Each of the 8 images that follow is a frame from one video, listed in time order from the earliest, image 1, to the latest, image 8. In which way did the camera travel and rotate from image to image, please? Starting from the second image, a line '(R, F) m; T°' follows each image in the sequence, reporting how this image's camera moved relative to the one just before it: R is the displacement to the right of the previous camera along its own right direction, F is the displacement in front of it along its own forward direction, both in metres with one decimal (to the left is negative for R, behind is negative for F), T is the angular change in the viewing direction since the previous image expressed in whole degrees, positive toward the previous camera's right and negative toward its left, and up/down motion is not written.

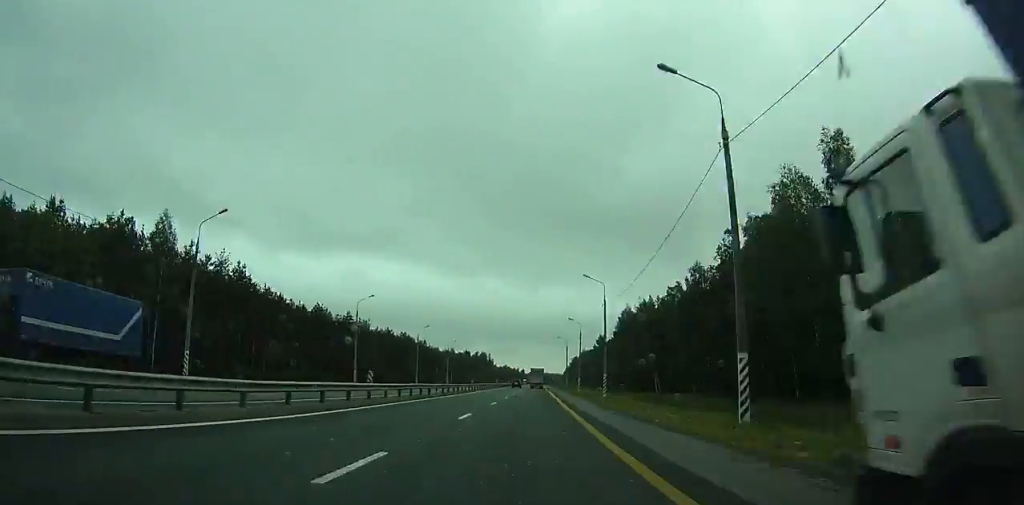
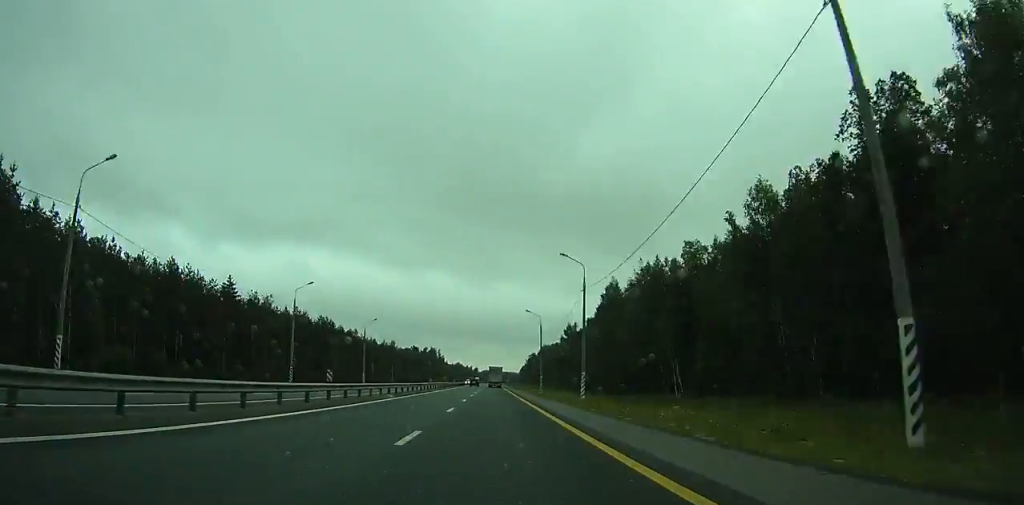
(+0.3, +42.8) m; +2°
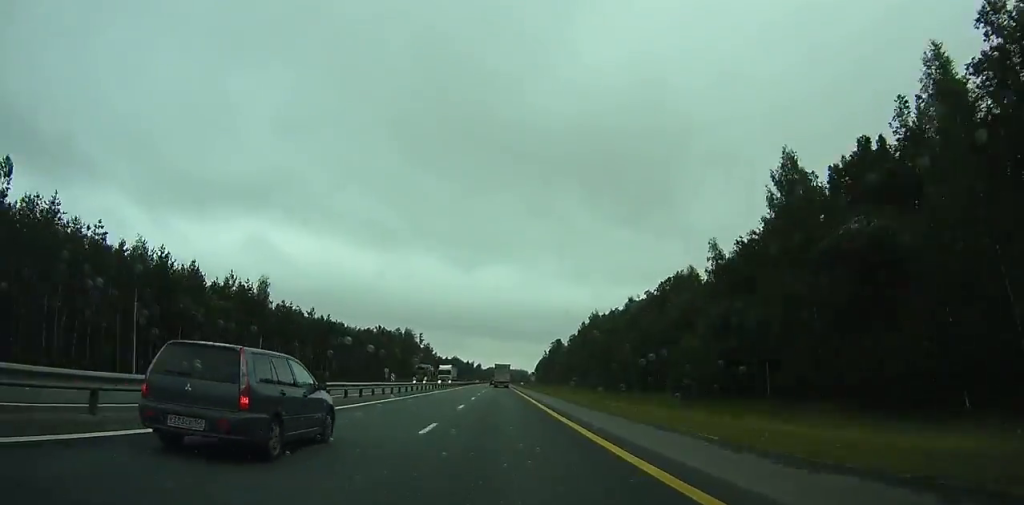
(+2.3, +154.2) m; 0°
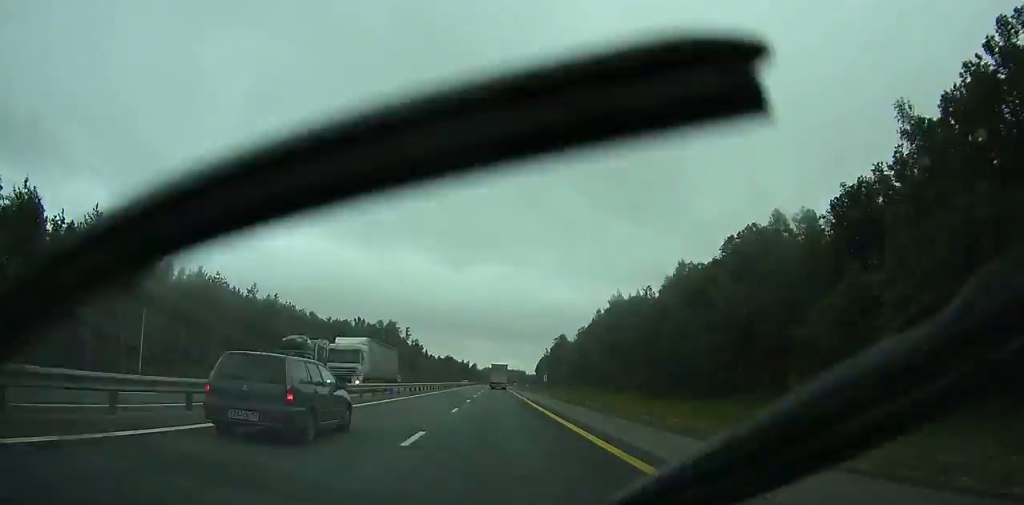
(+0.5, +38.3) m; +1°
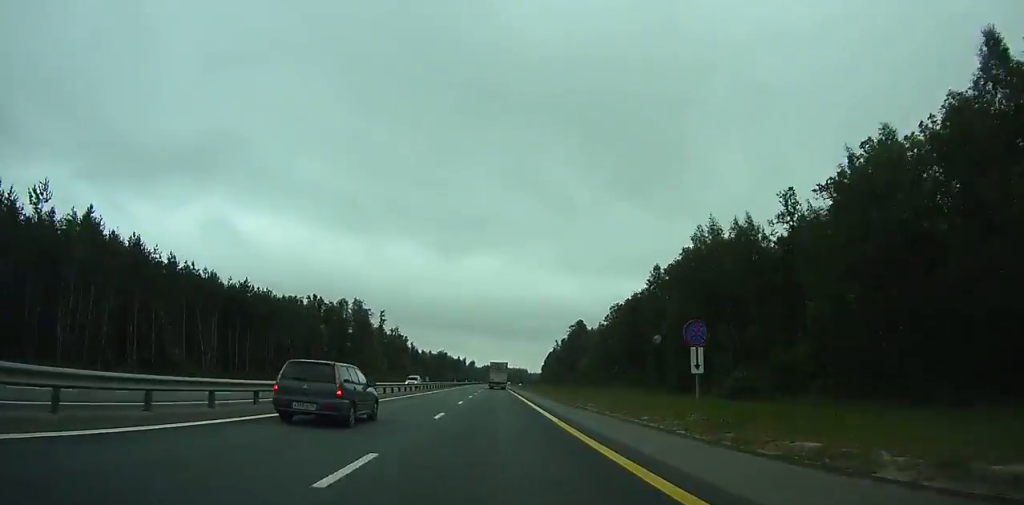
(+0.5, +63.0) m; +1°
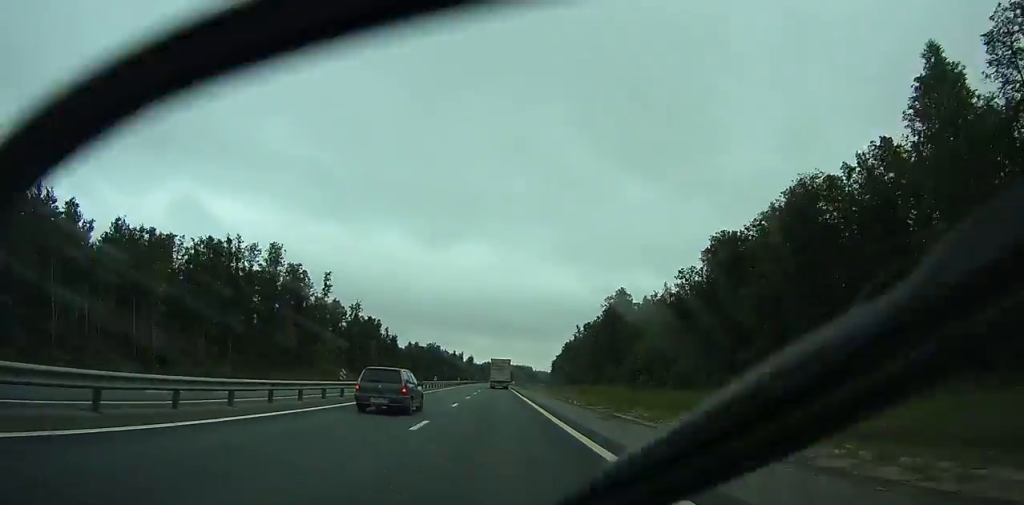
(+0.1, +76.9) m; +1°
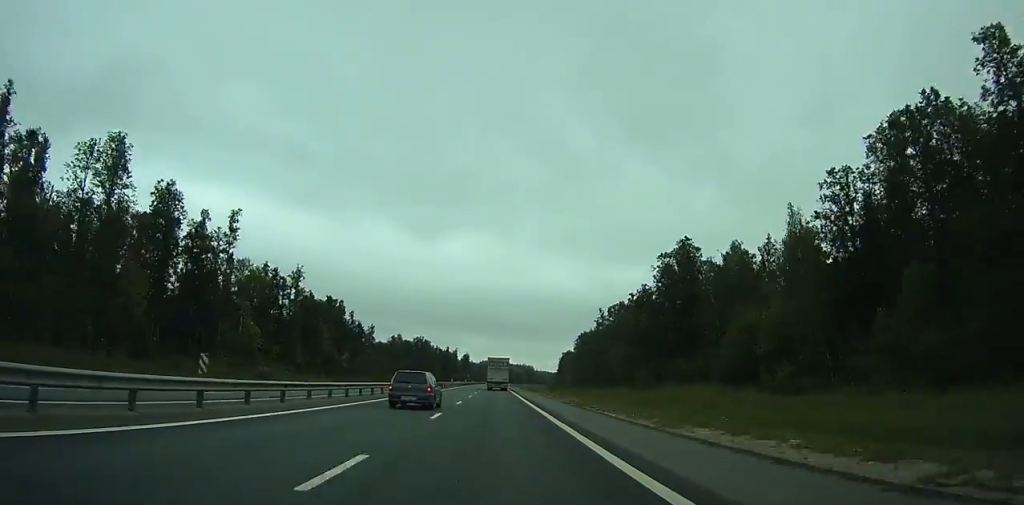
(-0.6, +55.0) m; +1°
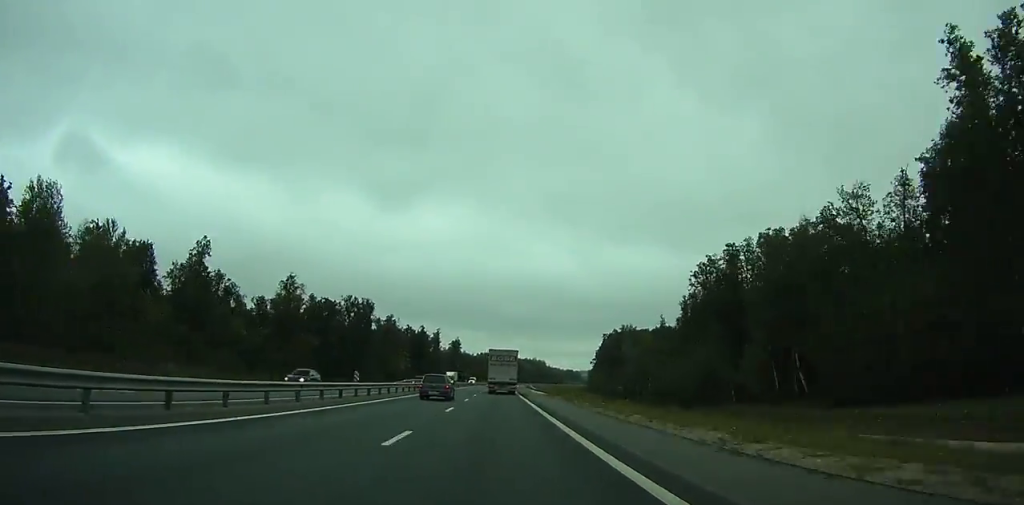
(+5.6, +149.6) m; +2°
